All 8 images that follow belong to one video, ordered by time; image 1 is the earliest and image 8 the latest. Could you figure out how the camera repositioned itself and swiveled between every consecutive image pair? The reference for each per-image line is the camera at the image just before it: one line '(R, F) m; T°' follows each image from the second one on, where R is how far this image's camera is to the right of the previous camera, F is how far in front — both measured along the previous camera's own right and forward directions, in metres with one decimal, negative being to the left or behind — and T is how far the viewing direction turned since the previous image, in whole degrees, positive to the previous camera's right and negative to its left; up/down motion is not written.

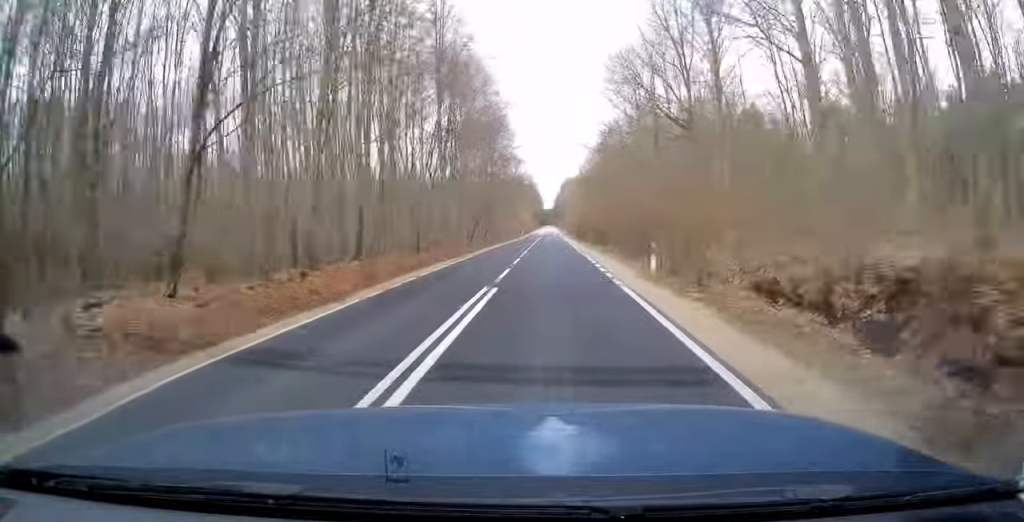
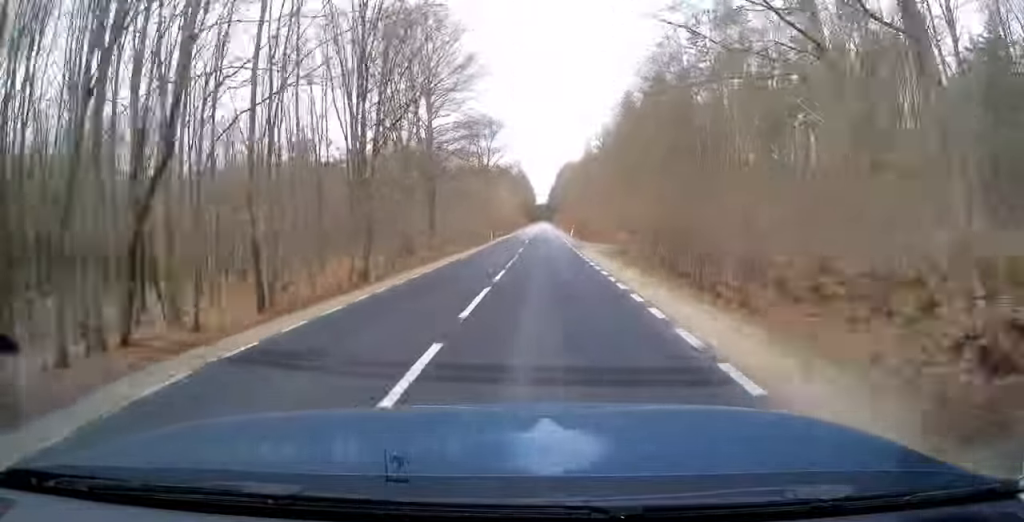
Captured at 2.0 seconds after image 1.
(+0.4, +53.8) m; 0°
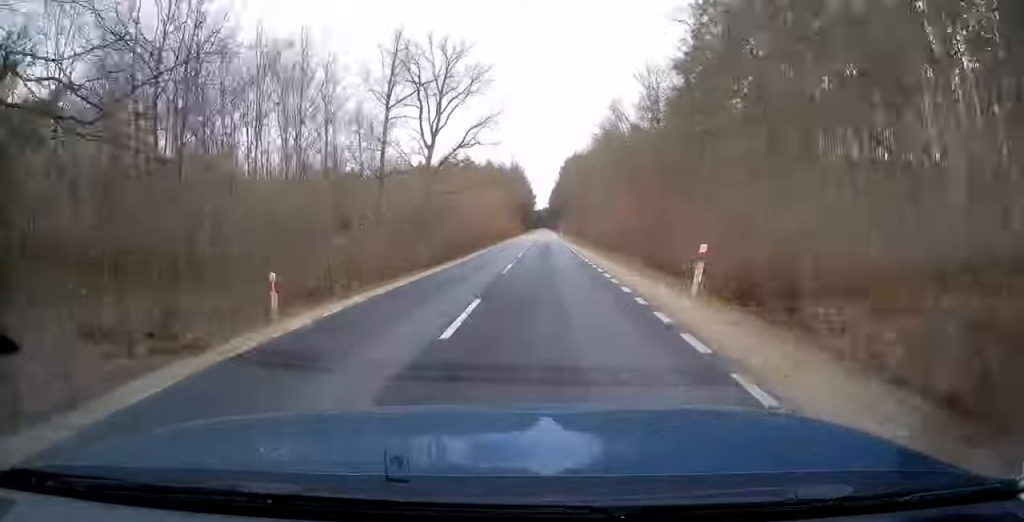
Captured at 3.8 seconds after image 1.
(-0.1, +48.8) m; 0°
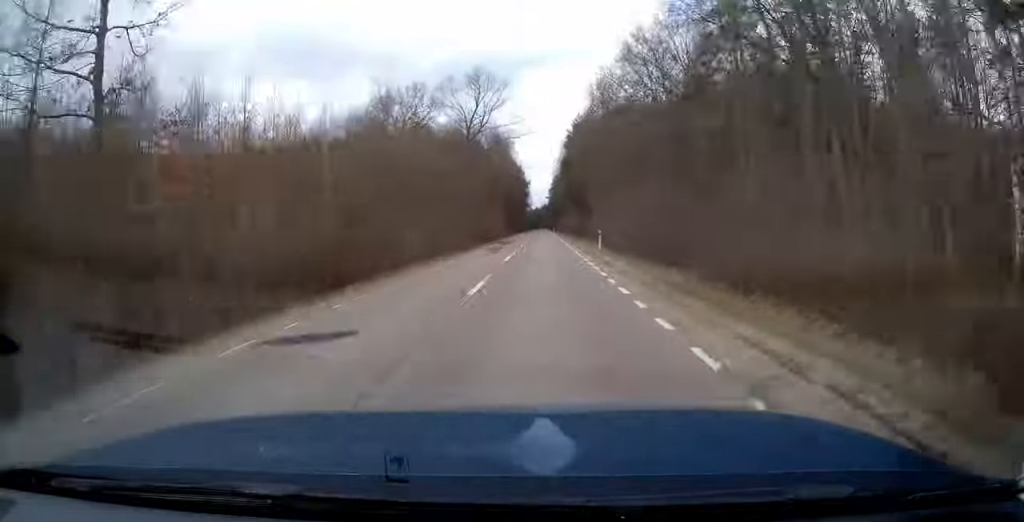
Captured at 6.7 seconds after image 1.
(-0.2, +78.6) m; 0°
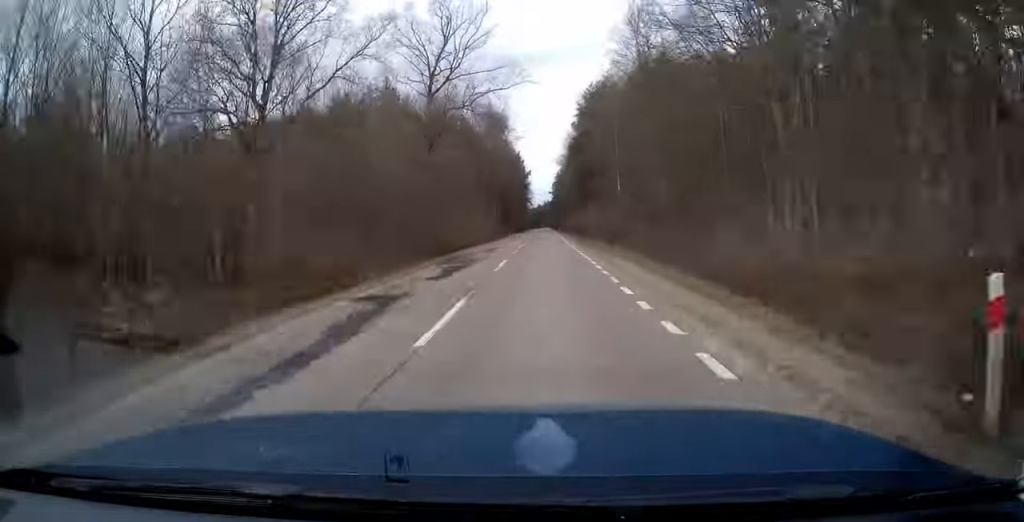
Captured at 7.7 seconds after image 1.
(+0.1, +28.8) m; 0°
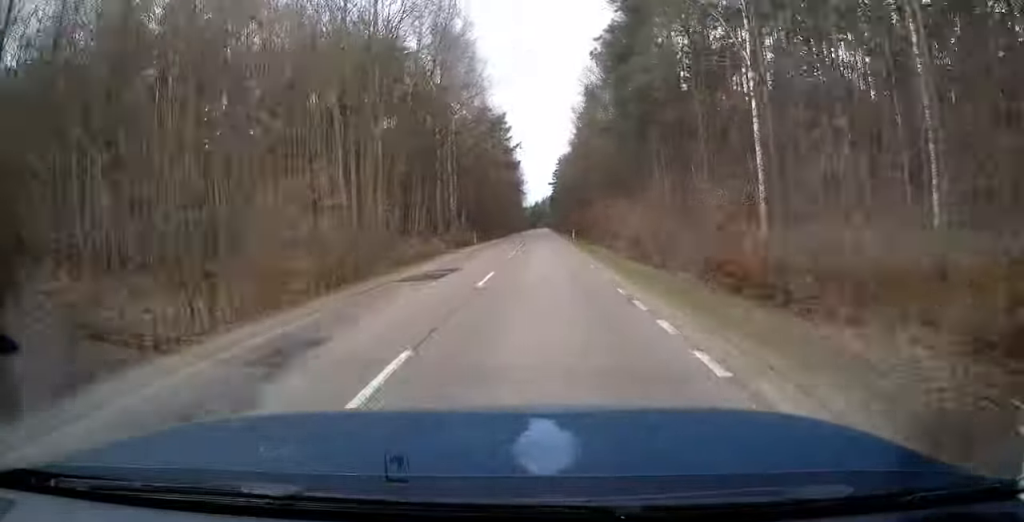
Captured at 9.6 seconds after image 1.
(-0.1, +52.6) m; 0°
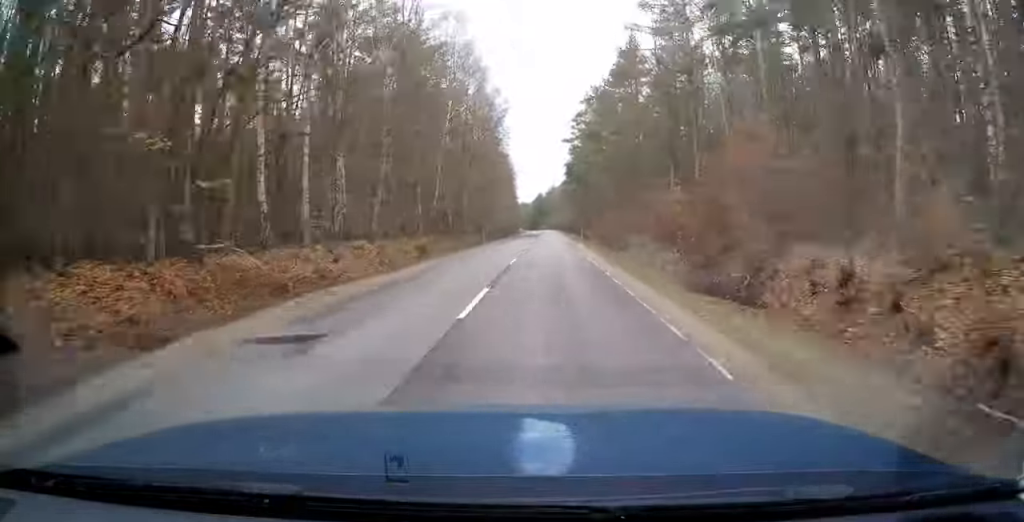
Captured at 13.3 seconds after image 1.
(0.0, +100.2) m; 0°
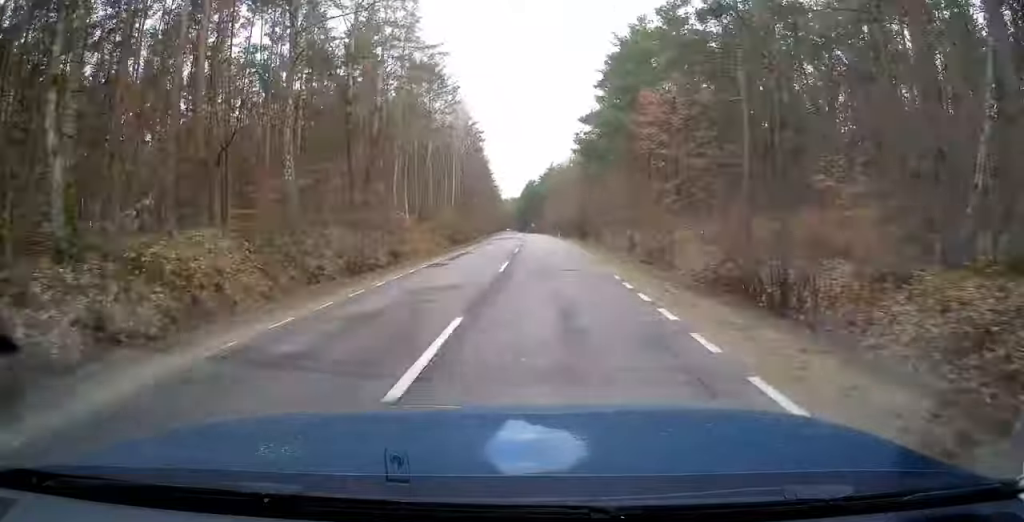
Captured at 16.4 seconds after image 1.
(-0.2, +86.3) m; -1°
